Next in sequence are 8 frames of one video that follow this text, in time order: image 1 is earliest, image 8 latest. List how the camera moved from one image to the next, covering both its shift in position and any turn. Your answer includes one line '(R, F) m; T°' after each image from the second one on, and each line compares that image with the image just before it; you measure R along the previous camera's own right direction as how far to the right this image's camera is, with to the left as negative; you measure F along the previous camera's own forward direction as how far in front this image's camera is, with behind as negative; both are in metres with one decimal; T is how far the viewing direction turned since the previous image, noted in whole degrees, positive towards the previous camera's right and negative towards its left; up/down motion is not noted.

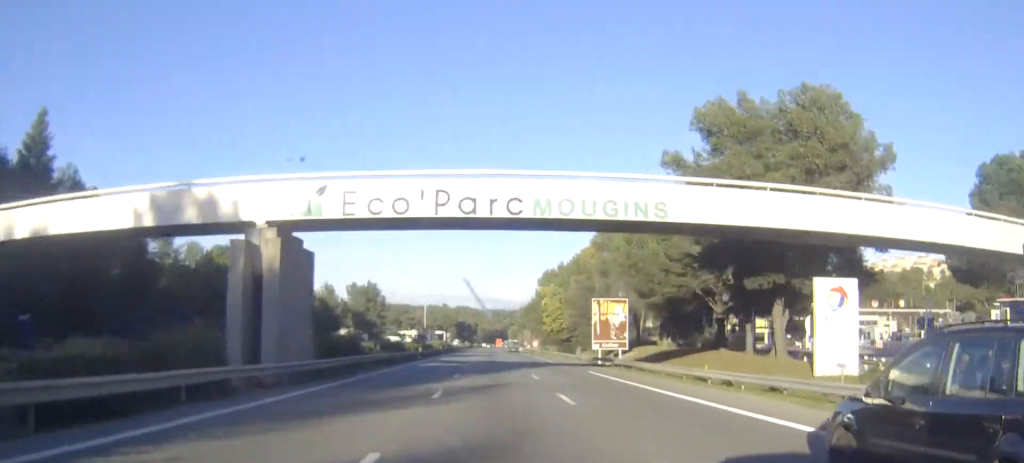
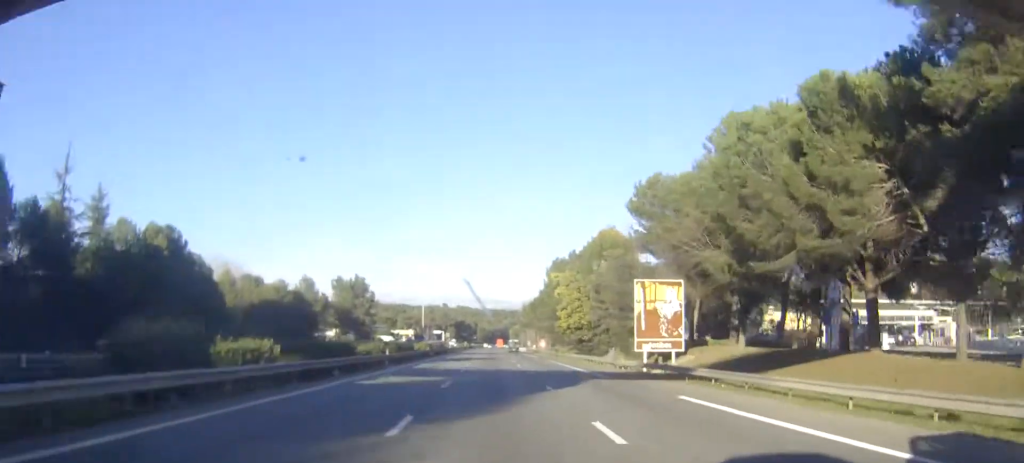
(+0.1, +20.5) m; 0°
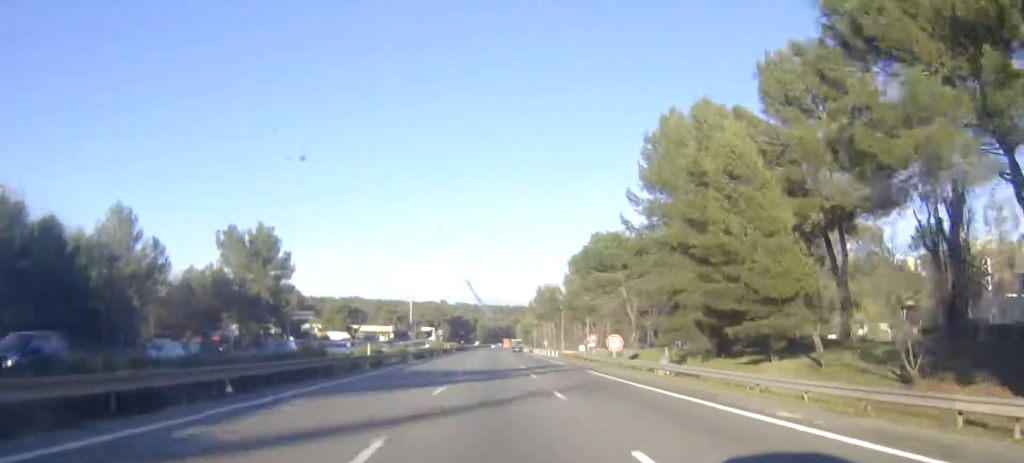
(-0.5, +81.1) m; 0°
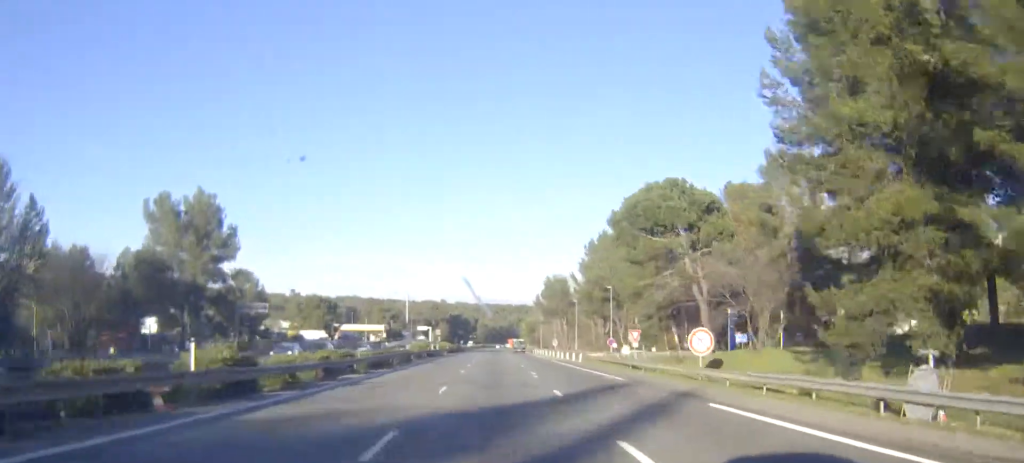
(0.0, +24.6) m; 0°
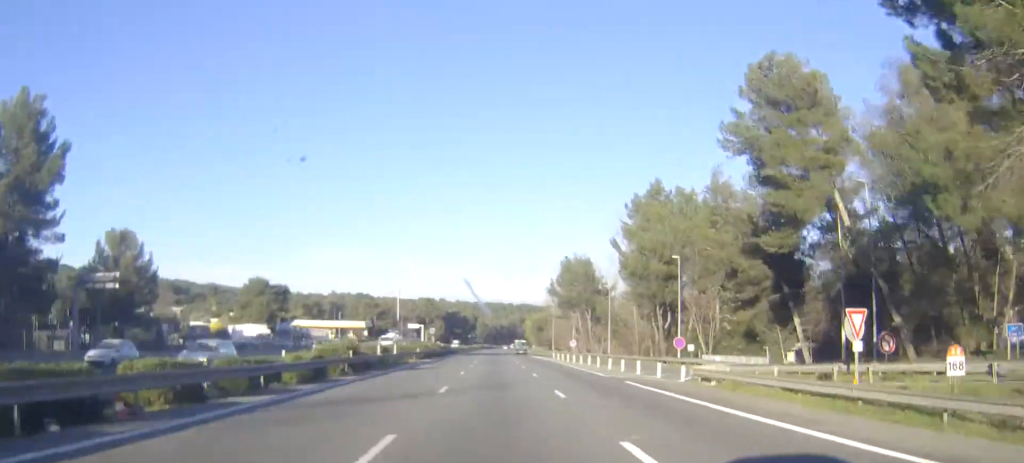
(0.0, +38.9) m; 0°
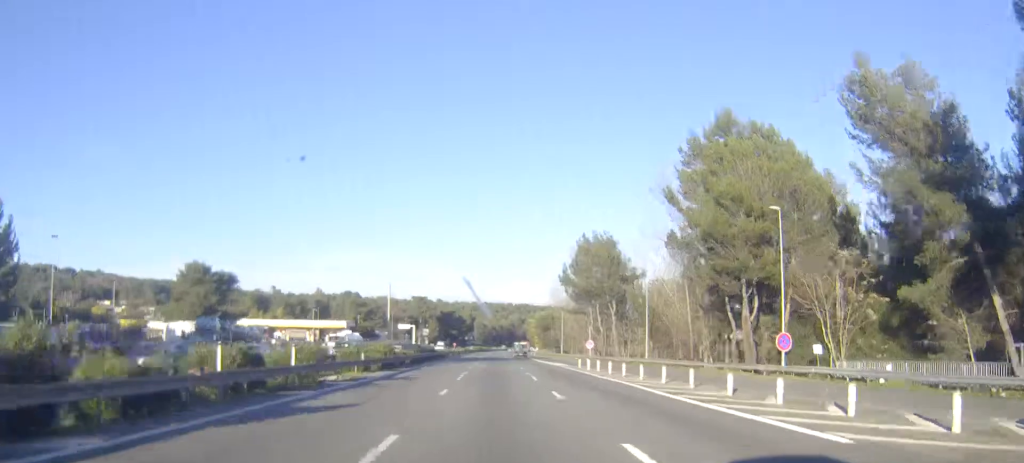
(+0.1, +25.6) m; 0°
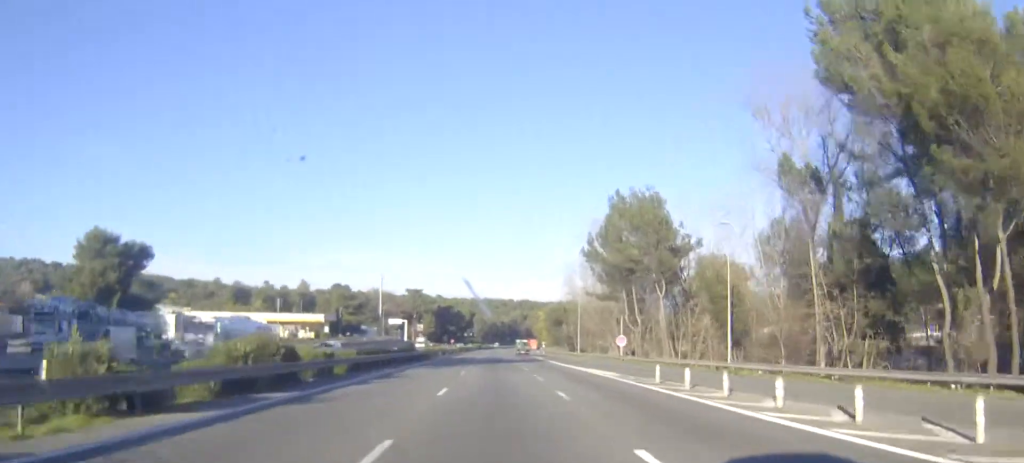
(0.0, +26.6) m; 0°
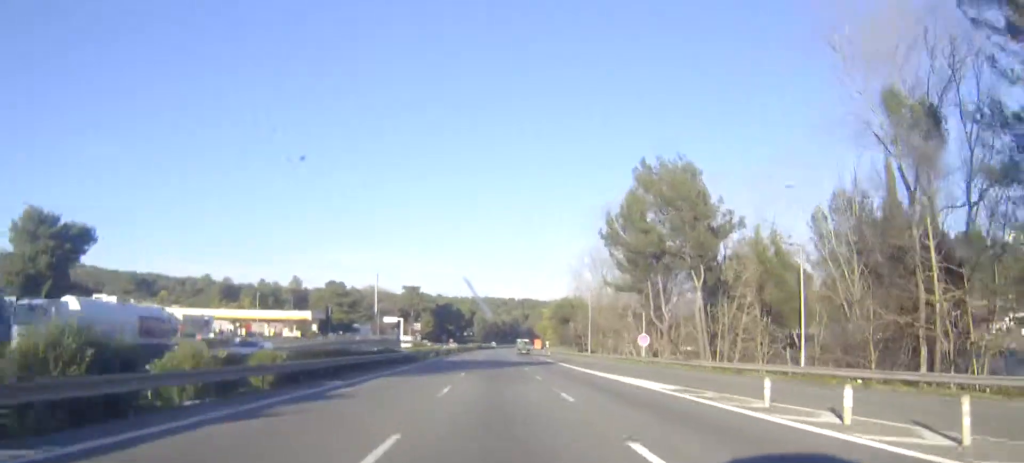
(0.0, +12.3) m; 0°
